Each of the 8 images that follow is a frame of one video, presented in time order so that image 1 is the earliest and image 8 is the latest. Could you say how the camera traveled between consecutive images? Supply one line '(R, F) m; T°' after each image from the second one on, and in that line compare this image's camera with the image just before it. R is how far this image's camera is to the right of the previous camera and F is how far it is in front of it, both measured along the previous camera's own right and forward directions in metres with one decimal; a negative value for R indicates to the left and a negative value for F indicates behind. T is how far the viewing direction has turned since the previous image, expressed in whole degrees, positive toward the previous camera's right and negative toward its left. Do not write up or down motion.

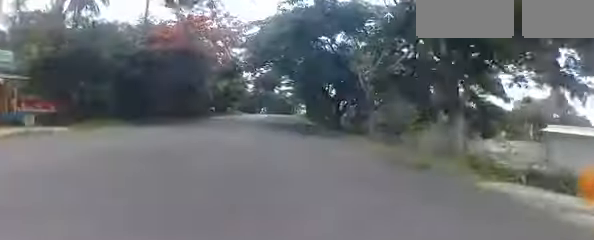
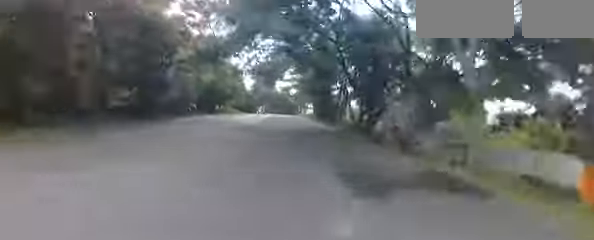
(+0.1, +11.1) m; +1°
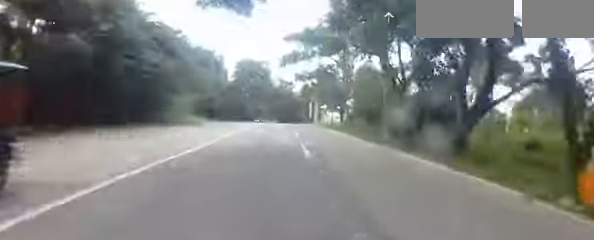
(-0.8, +39.3) m; -3°
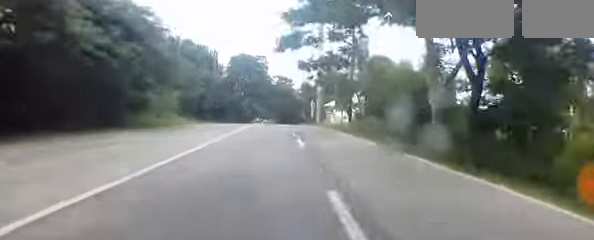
(-0.3, +6.6) m; 0°
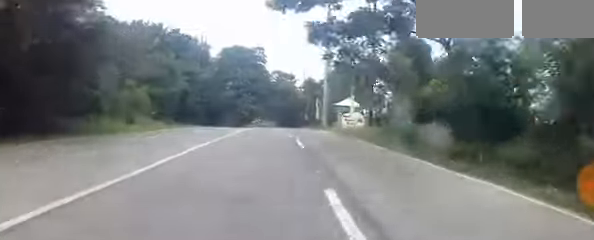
(+0.4, +8.6) m; 0°
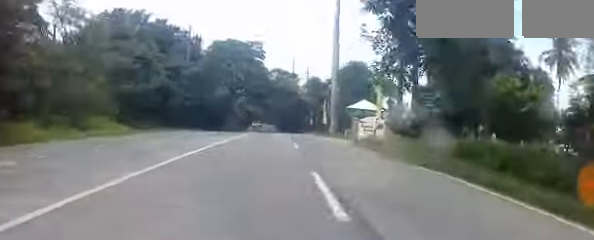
(+0.3, +7.2) m; 0°
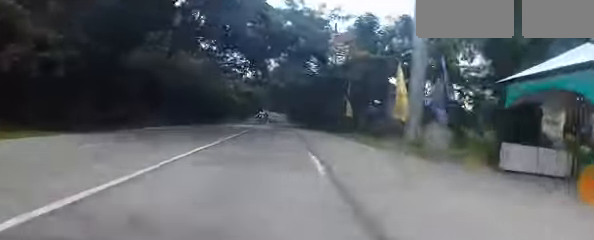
(-0.6, +22.3) m; -1°
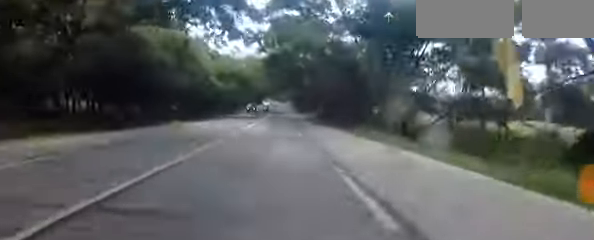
(0.0, +19.3) m; 0°
